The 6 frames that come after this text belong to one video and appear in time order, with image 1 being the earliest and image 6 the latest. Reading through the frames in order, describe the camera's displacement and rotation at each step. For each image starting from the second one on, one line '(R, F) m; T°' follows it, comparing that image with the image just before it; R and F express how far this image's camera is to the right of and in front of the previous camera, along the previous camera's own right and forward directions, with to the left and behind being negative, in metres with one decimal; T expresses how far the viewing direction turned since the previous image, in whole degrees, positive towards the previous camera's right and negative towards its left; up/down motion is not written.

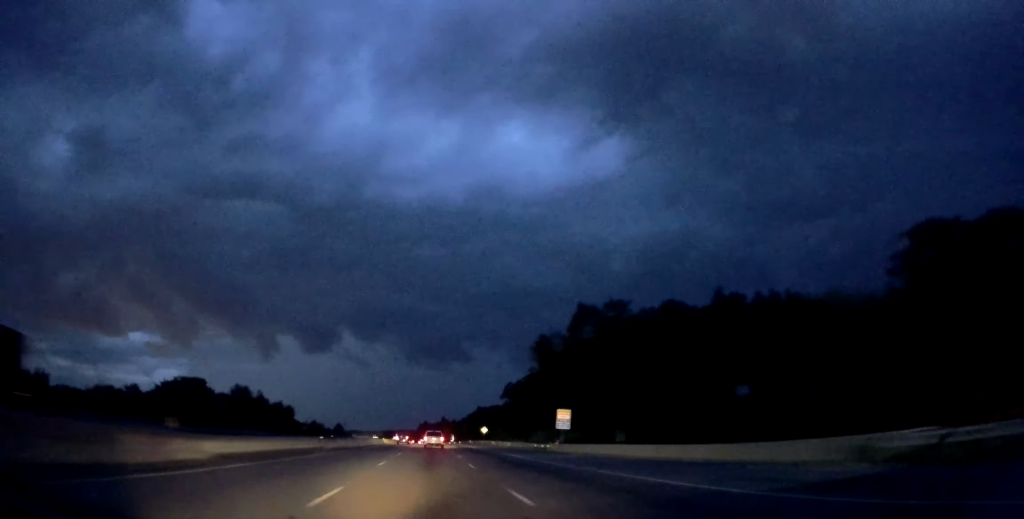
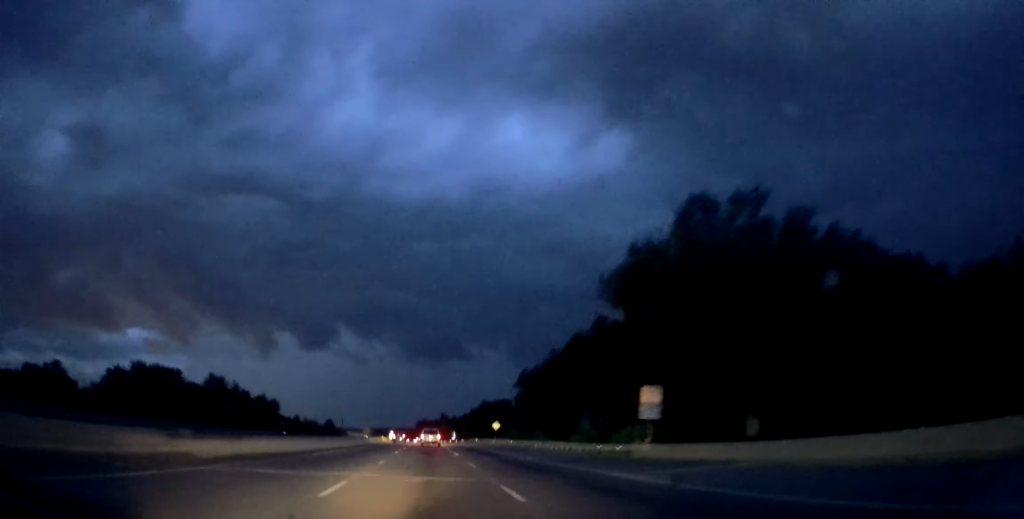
(-0.1, +23.1) m; 0°
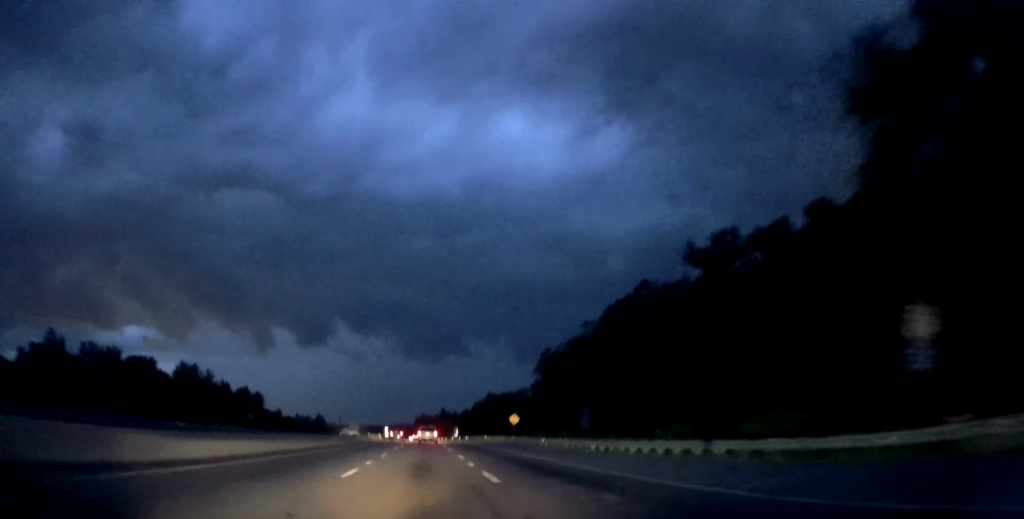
(+0.2, +21.1) m; +1°
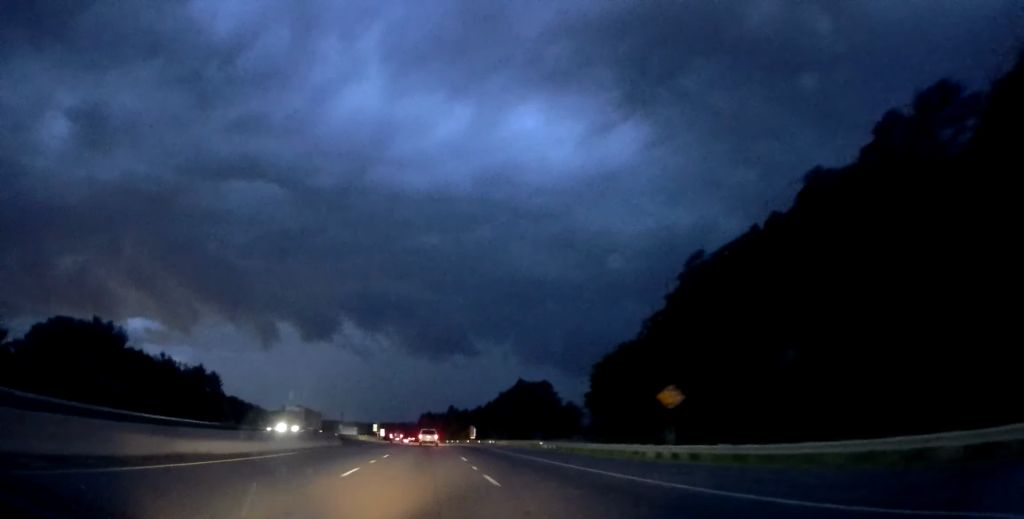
(0.0, +47.8) m; 0°
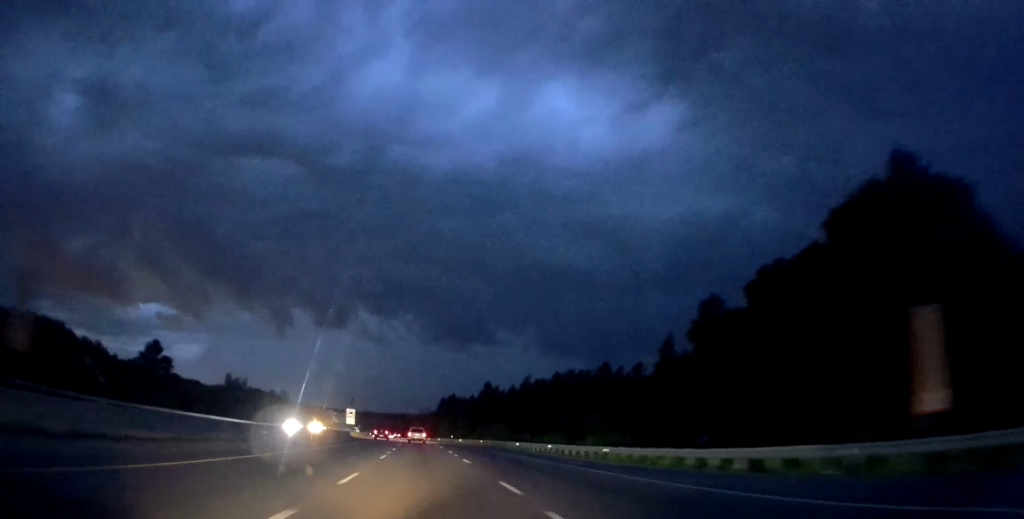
(-2.3, +111.3) m; -2°
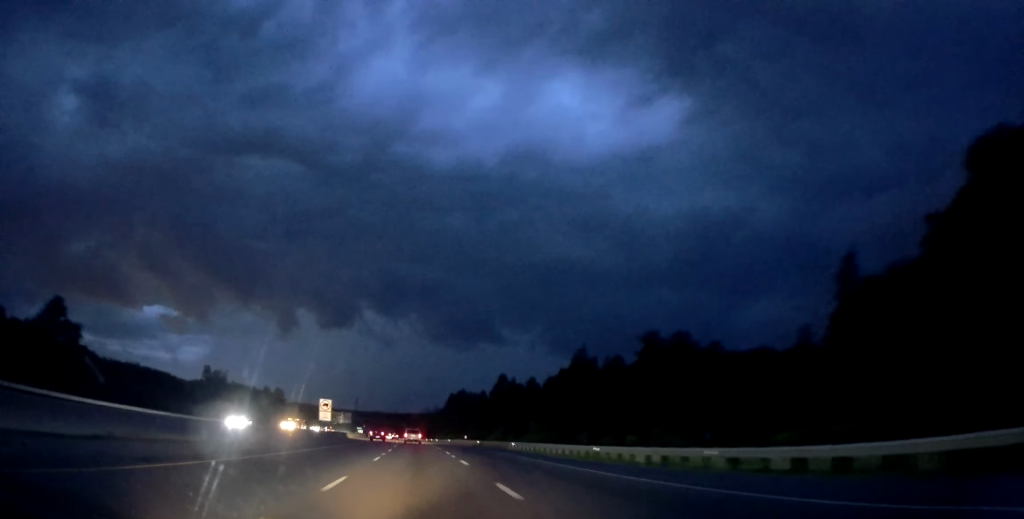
(+0.4, +25.6) m; 0°
